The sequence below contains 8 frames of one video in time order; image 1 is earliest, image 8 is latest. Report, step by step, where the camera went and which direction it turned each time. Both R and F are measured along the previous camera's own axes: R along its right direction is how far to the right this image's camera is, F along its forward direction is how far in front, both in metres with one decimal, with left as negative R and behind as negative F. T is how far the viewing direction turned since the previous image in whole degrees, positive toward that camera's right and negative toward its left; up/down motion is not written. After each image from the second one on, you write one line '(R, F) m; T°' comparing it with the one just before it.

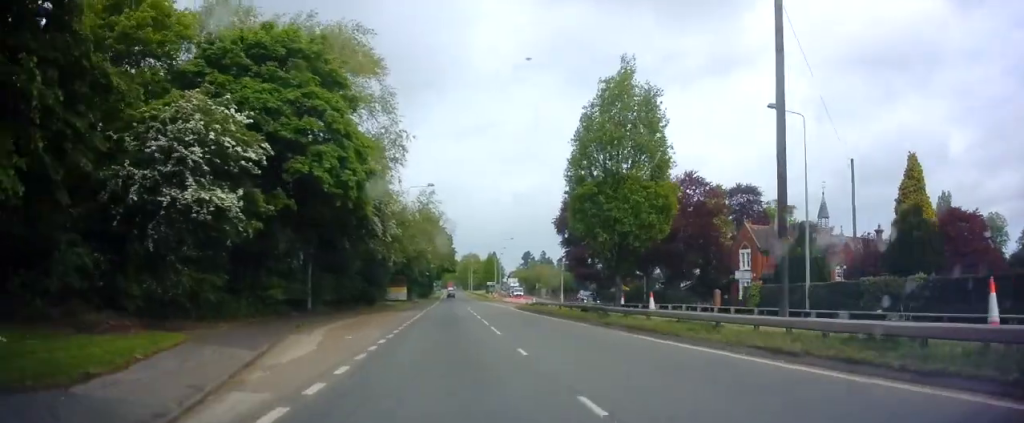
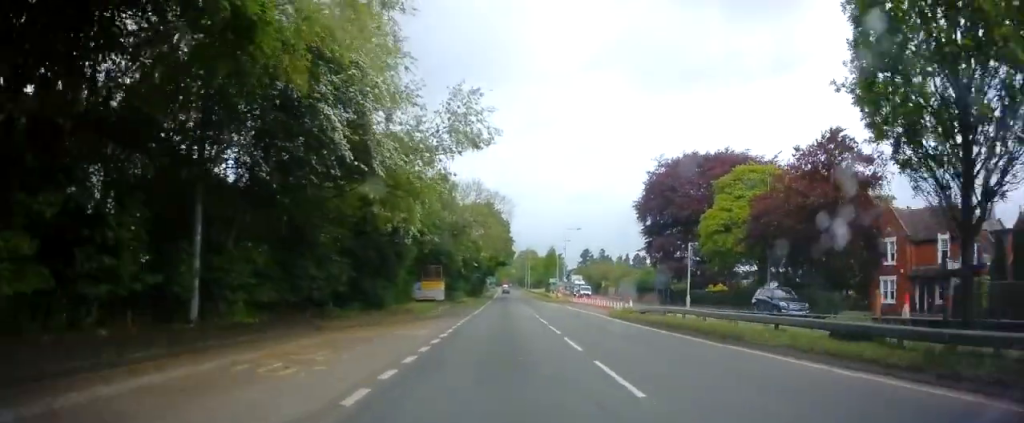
(-1.4, +16.6) m; -6°
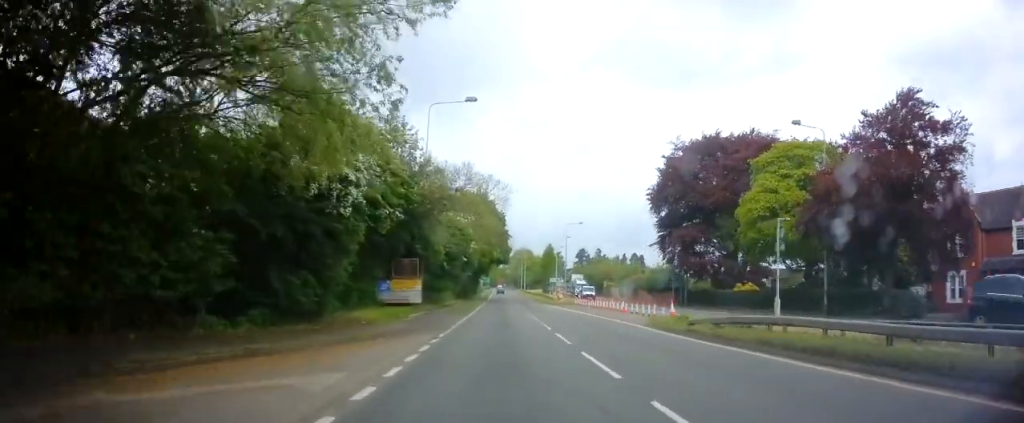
(+0.1, +9.4) m; +1°
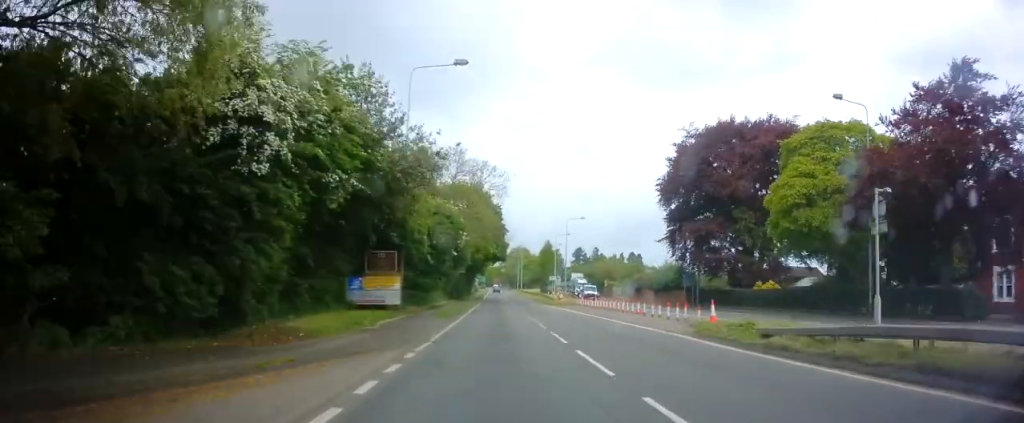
(+0.1, +5.4) m; +1°
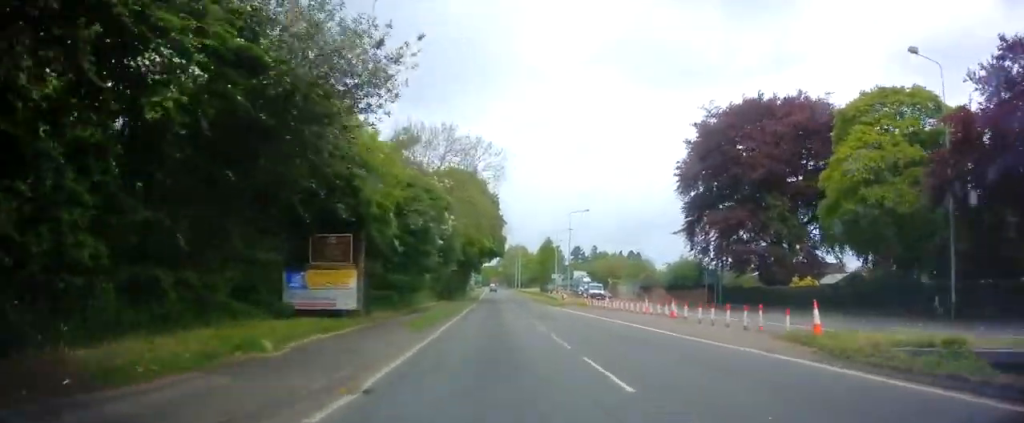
(0.0, +7.4) m; 0°
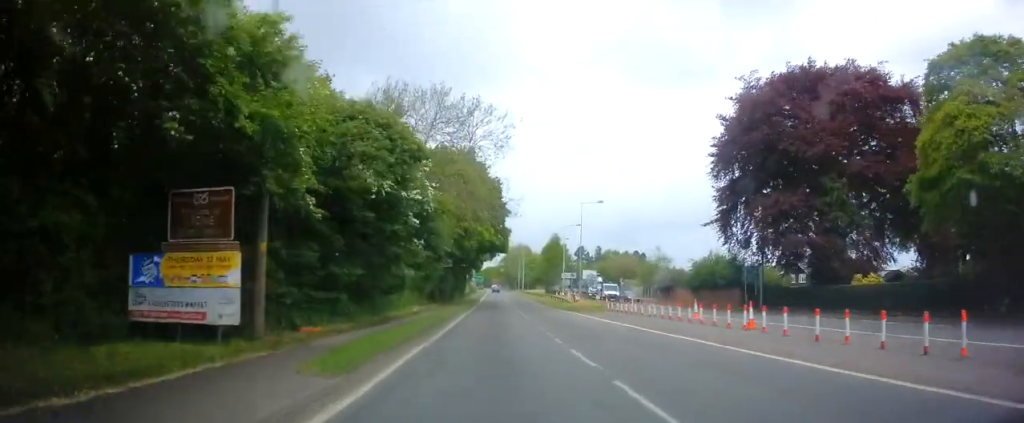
(0.0, +8.4) m; 0°
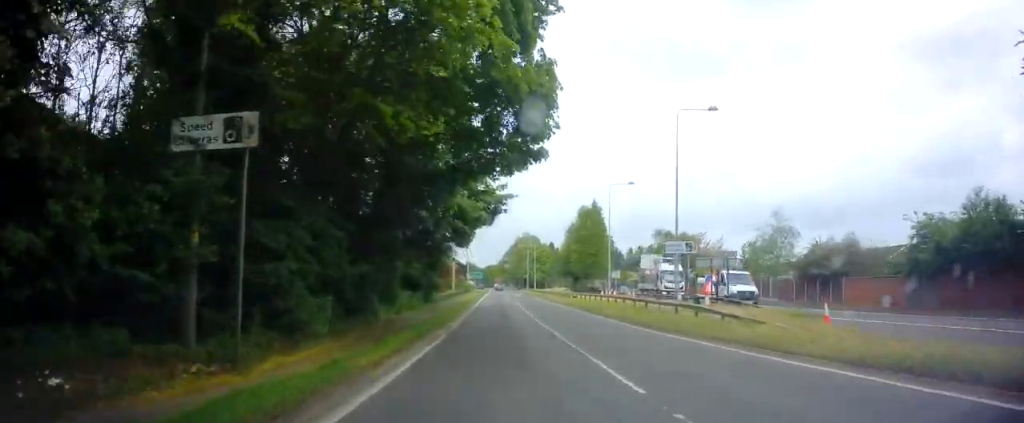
(-0.3, +36.3) m; +1°
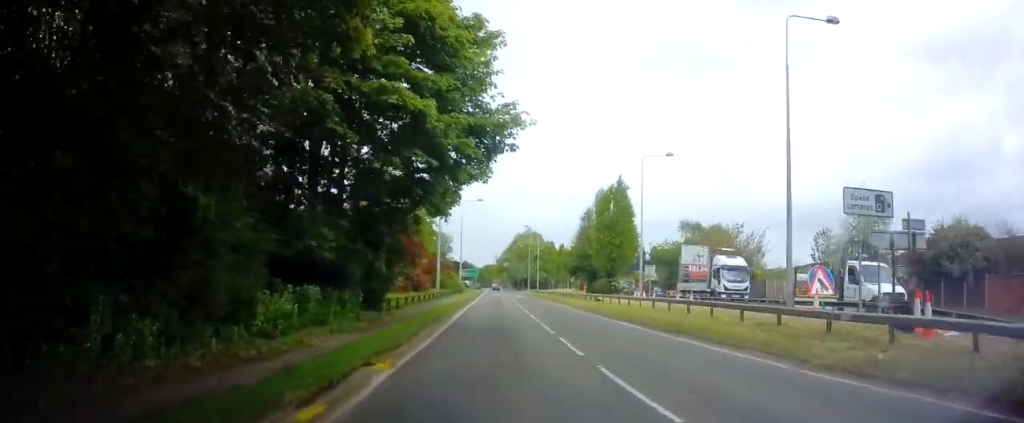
(+0.1, +13.6) m; +1°
